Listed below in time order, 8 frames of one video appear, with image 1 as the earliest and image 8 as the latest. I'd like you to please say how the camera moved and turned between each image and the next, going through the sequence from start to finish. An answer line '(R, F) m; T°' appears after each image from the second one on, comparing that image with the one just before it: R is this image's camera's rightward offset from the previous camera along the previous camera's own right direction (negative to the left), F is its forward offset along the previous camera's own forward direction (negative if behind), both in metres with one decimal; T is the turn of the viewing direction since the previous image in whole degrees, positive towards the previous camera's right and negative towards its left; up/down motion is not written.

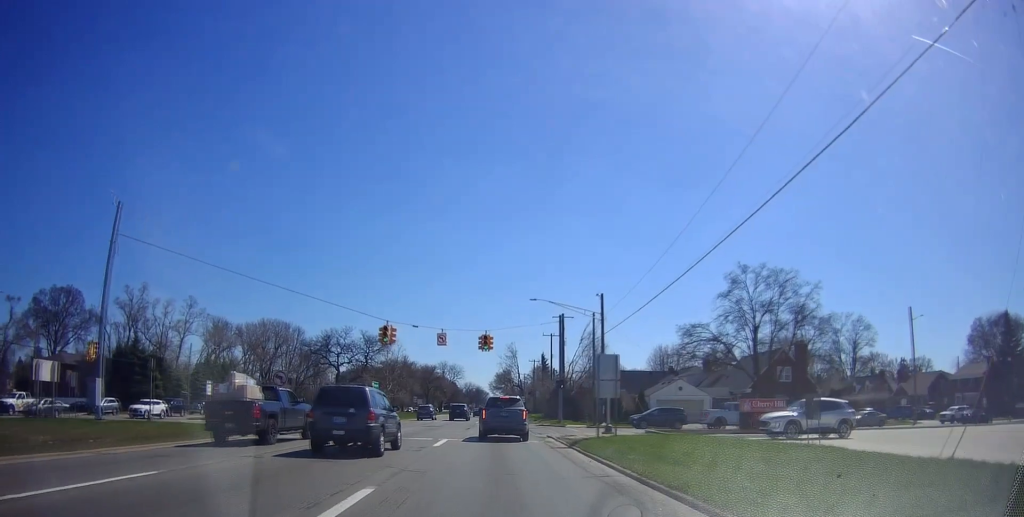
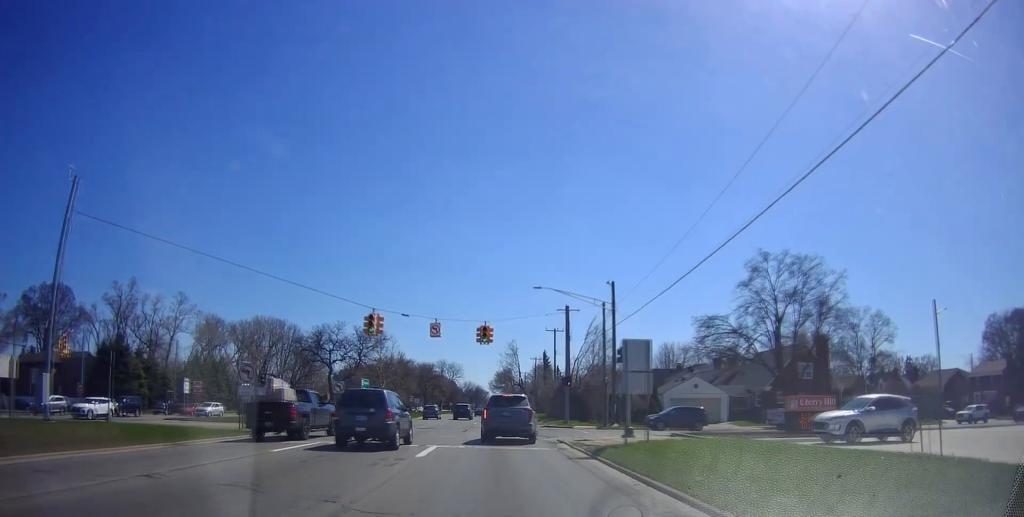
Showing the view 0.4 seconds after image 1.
(0.0, +4.6) m; -1°
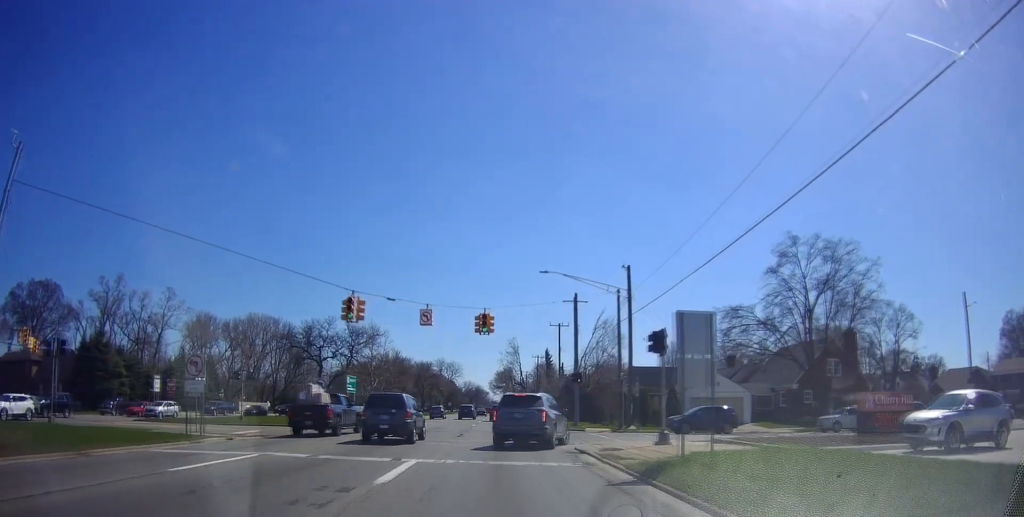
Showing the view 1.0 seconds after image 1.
(+0.3, +5.4) m; -1°
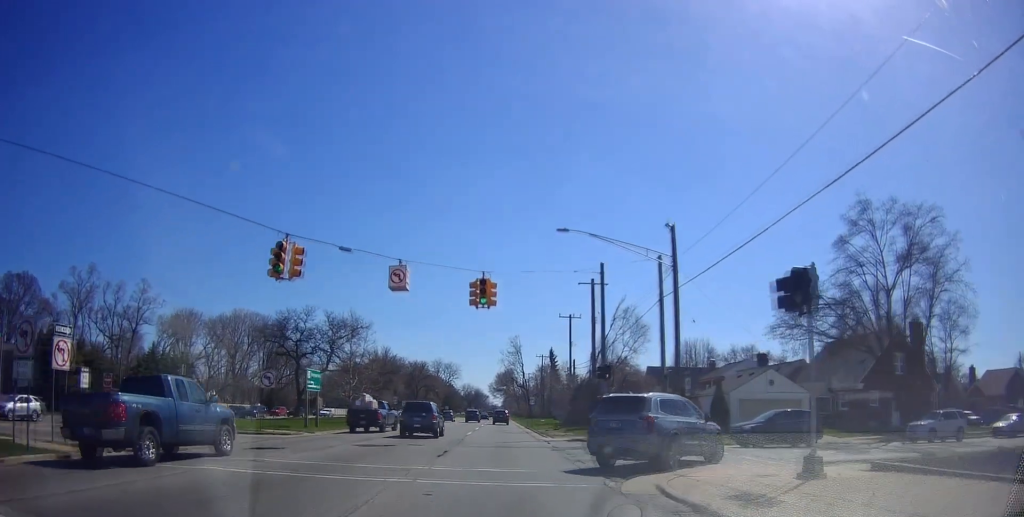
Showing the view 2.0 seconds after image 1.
(-0.6, +10.2) m; -1°
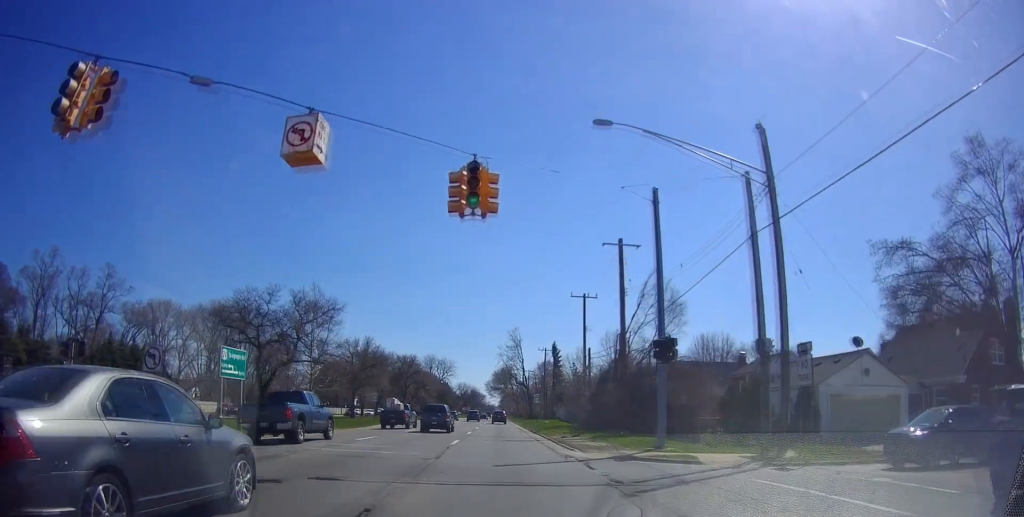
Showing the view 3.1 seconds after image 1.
(+0.6, +10.8) m; +2°
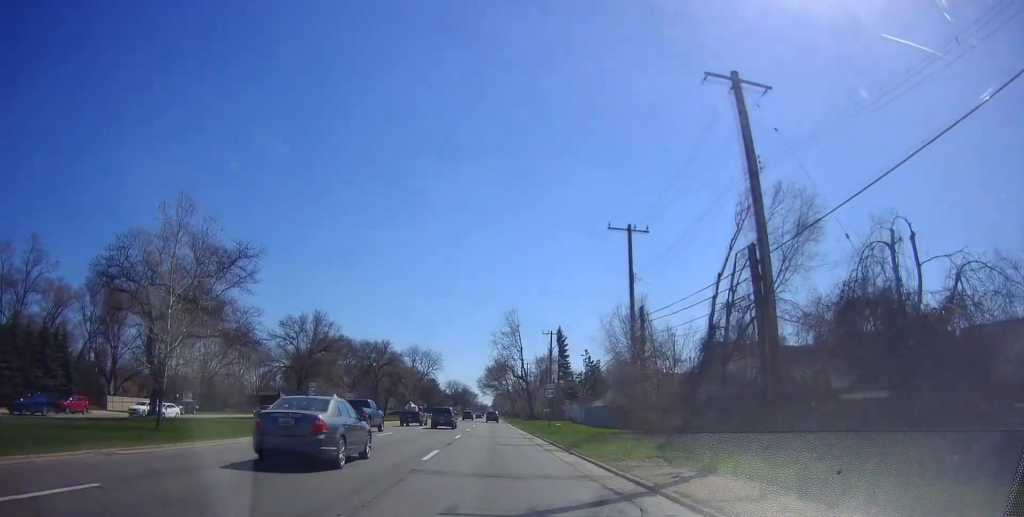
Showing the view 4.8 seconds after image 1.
(-0.5, +19.7) m; -1°
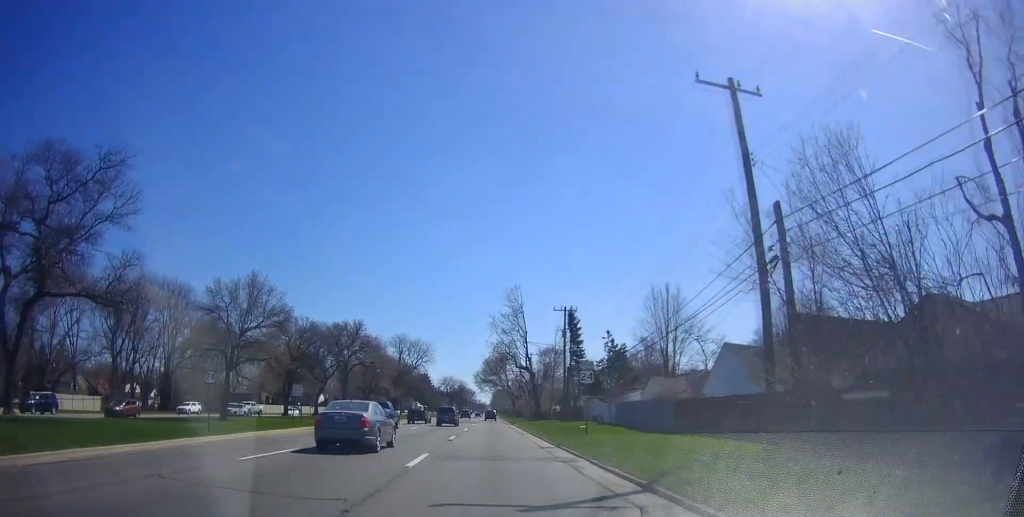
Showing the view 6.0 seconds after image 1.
(+0.1, +16.0) m; +2°
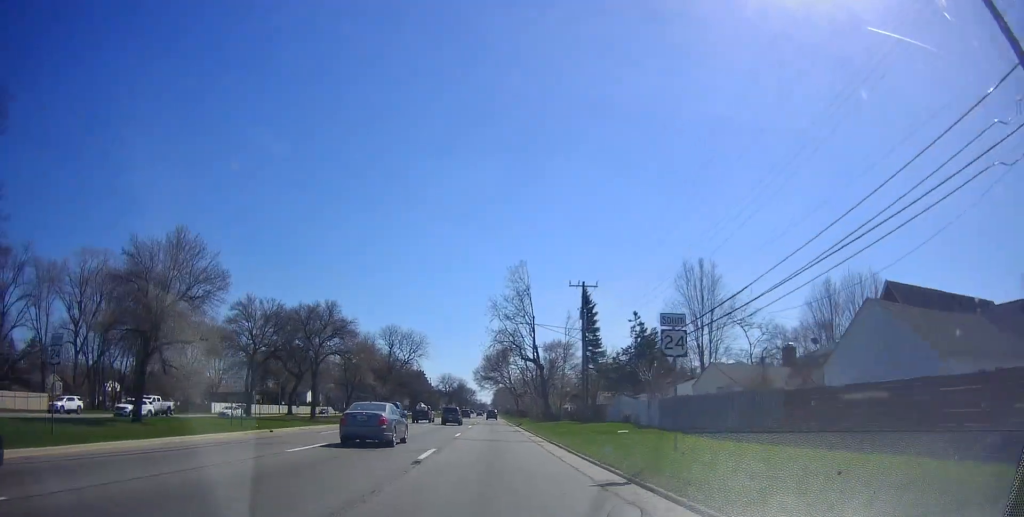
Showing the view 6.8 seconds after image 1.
(+0.3, +11.8) m; +1°
